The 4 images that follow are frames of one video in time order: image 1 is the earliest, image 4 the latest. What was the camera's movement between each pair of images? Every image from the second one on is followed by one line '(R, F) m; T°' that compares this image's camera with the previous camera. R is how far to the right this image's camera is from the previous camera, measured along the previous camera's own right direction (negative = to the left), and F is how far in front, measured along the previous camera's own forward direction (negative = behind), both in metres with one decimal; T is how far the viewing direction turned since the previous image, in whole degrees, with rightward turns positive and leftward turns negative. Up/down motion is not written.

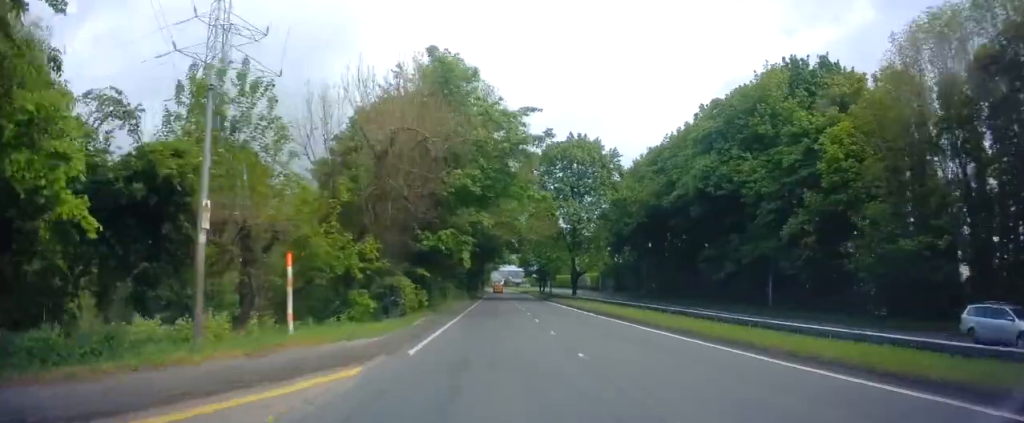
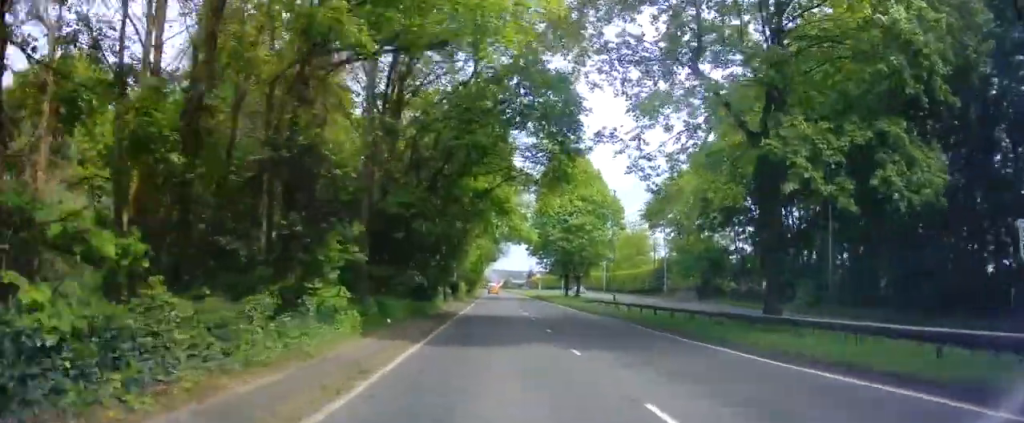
(-0.6, +47.5) m; -1°
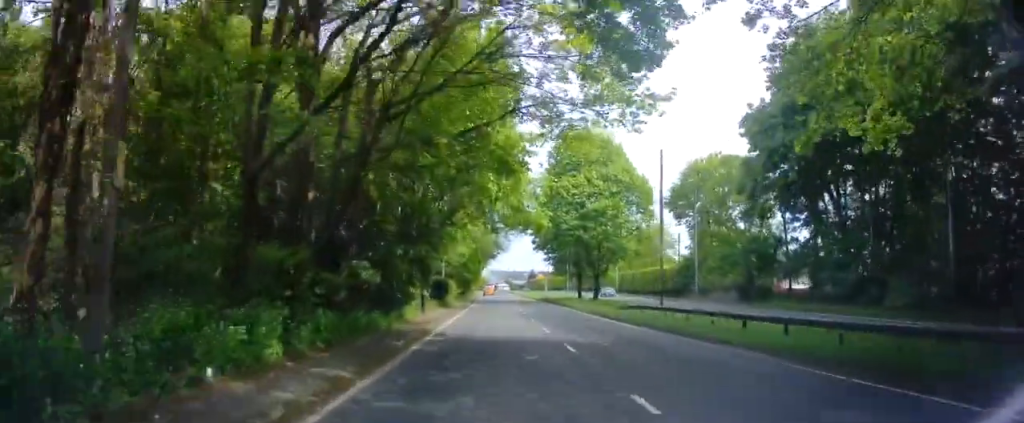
(0.0, +11.2) m; 0°
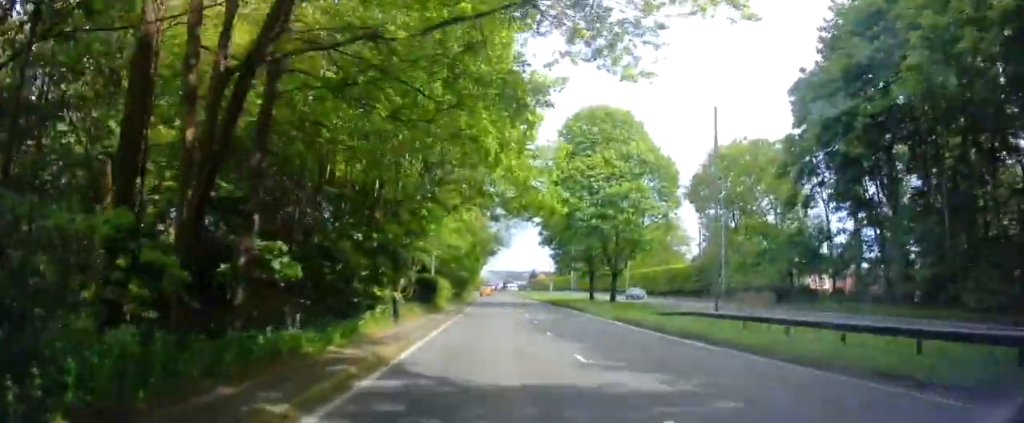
(0.0, +7.0) m; 0°
